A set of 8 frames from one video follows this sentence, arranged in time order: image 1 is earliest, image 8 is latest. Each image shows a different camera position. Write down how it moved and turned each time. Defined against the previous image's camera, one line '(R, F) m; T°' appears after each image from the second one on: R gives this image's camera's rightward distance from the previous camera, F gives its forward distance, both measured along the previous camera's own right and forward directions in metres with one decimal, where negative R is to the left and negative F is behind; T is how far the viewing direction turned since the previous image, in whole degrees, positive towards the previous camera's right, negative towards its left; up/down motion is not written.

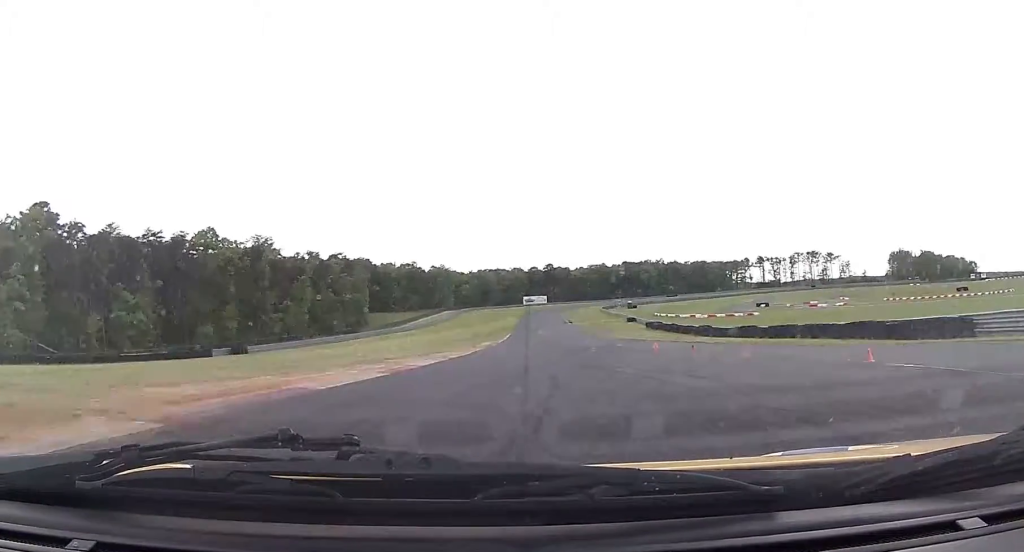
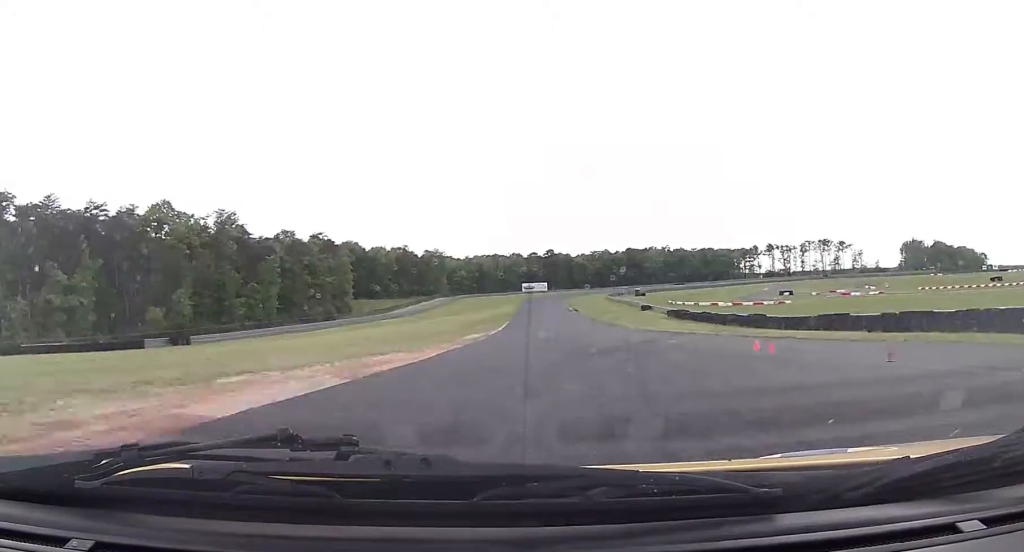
(+0.9, +16.9) m; +1°
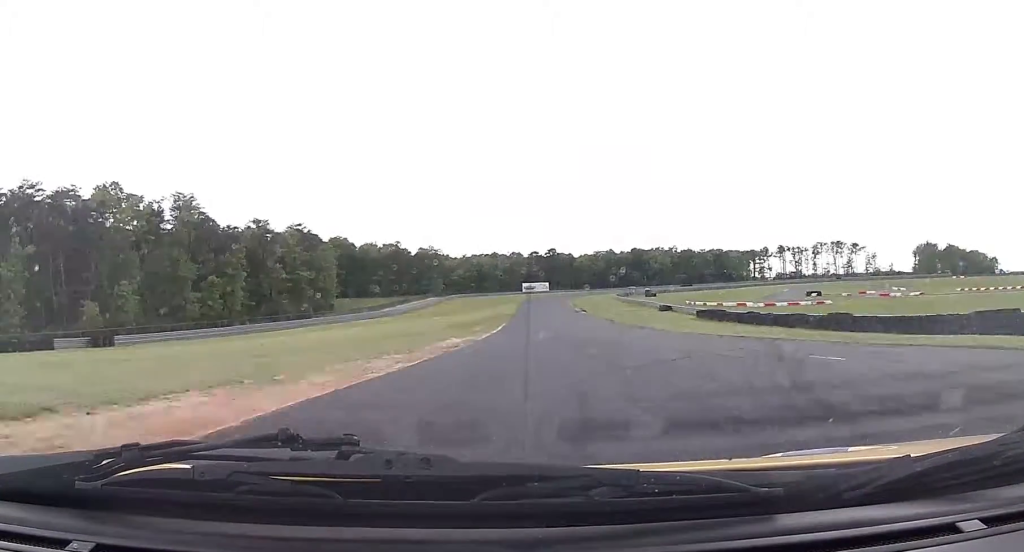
(+0.3, +15.5) m; +1°
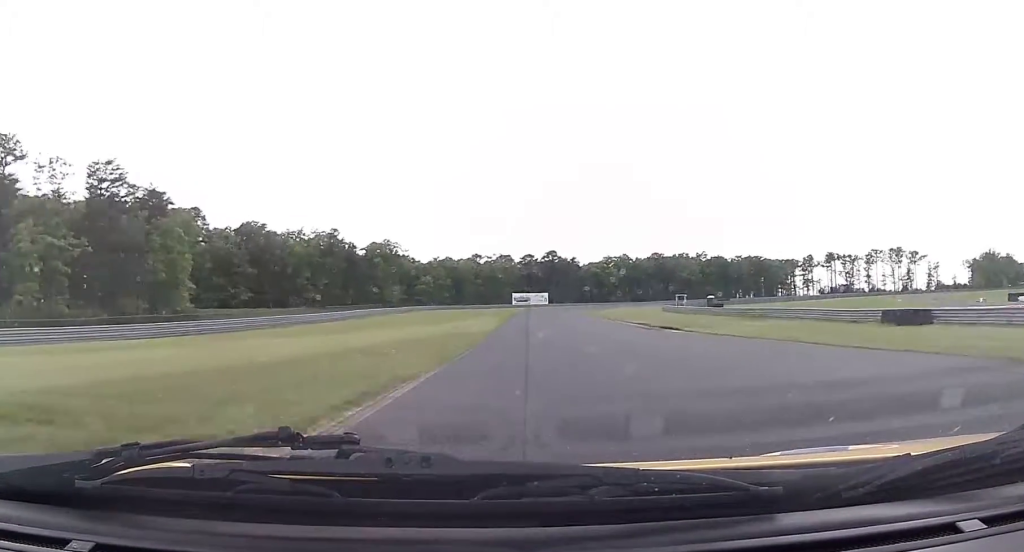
(-0.5, +68.3) m; 0°
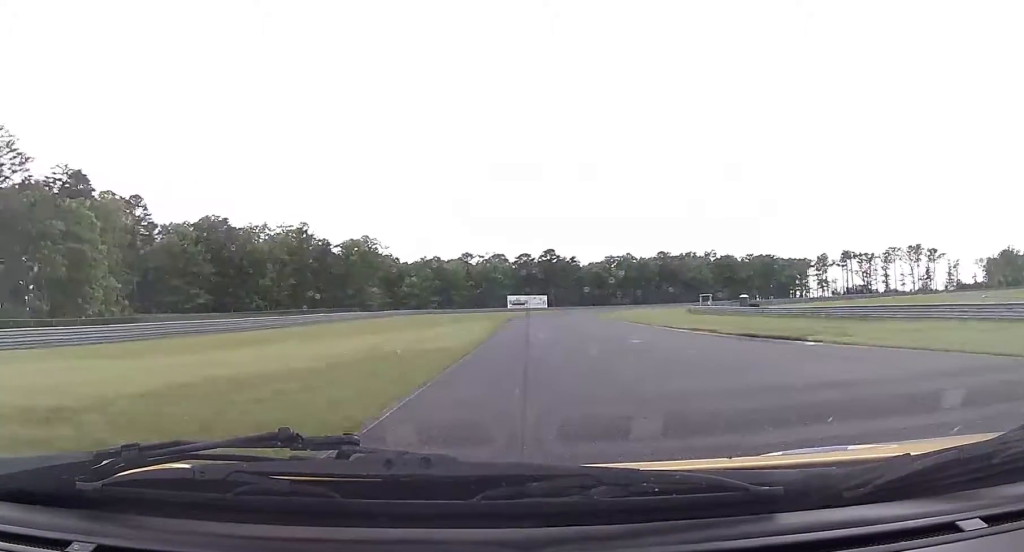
(+0.3, +19.7) m; 0°
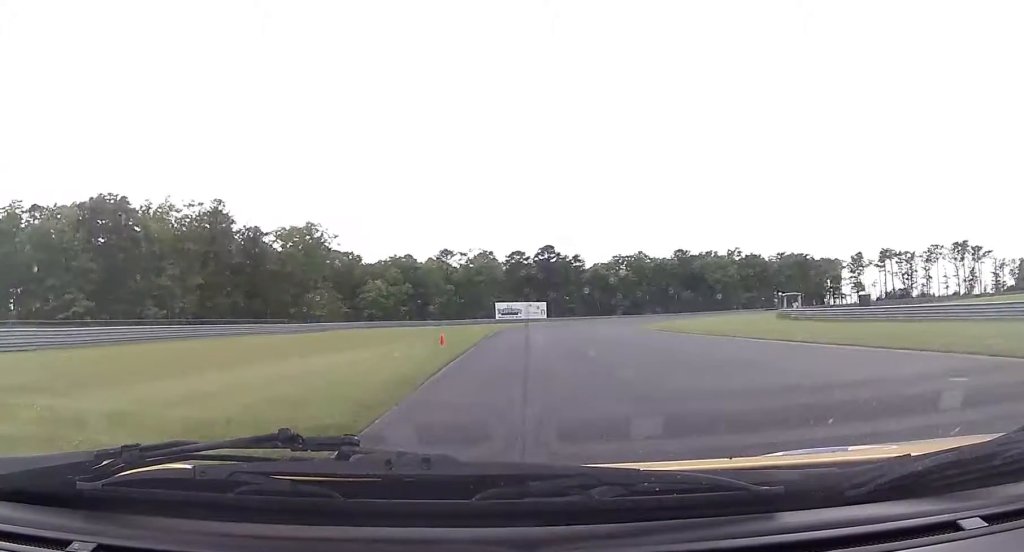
(-0.2, +38.9) m; +1°
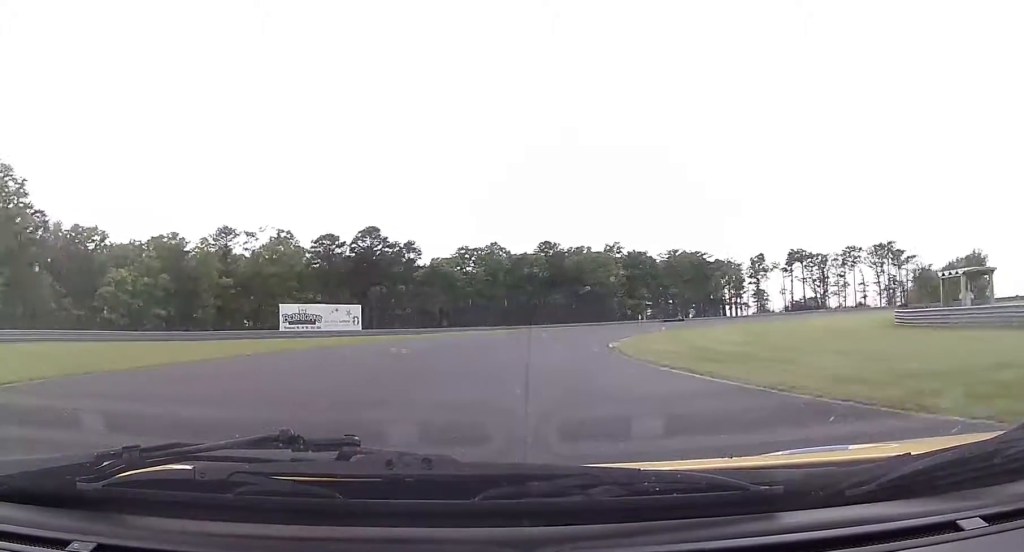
(+2.1, +52.3) m; +8°
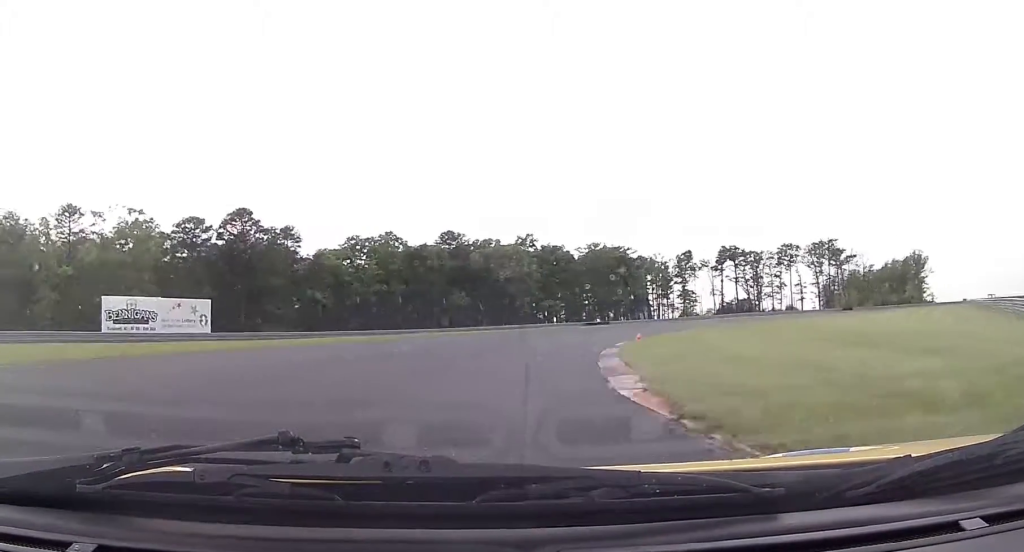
(+0.1, +21.1) m; +8°
